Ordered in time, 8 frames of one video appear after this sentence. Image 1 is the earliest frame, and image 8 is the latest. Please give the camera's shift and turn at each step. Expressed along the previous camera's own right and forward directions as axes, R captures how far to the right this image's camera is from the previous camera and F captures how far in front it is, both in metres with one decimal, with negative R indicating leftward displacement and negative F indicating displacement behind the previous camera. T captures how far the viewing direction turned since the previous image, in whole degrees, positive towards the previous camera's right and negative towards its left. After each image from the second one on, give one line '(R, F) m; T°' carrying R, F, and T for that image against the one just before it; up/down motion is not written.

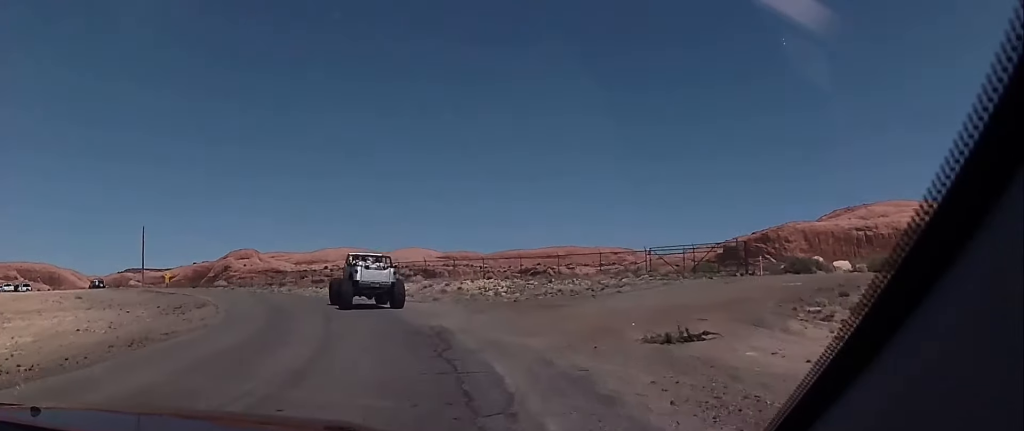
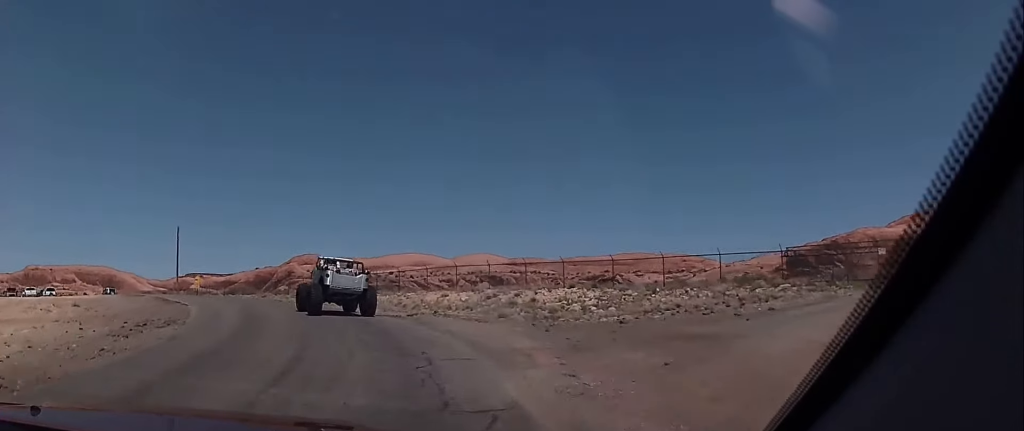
(+0.3, +10.2) m; -2°
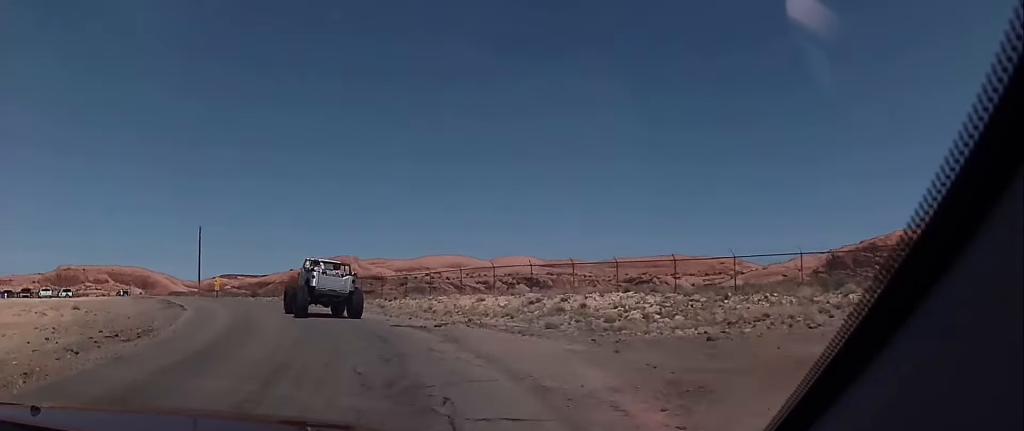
(-0.2, +4.4) m; -4°
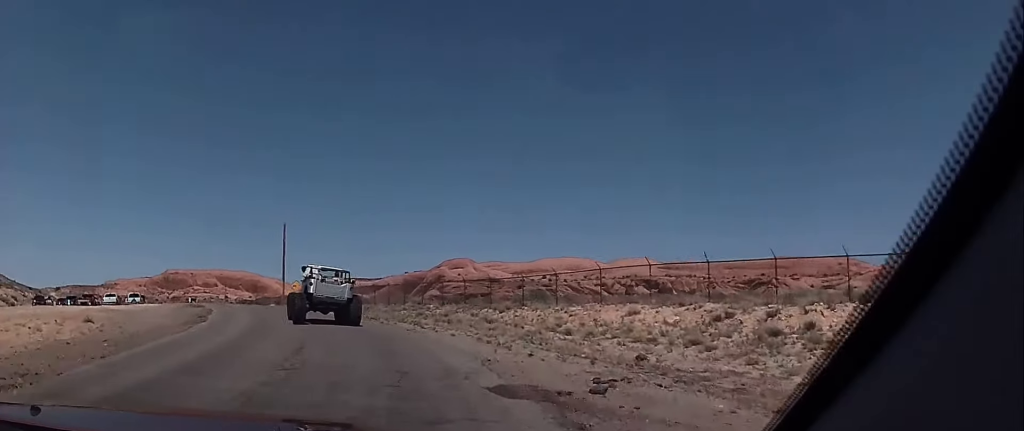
(-0.9, +11.7) m; -12°
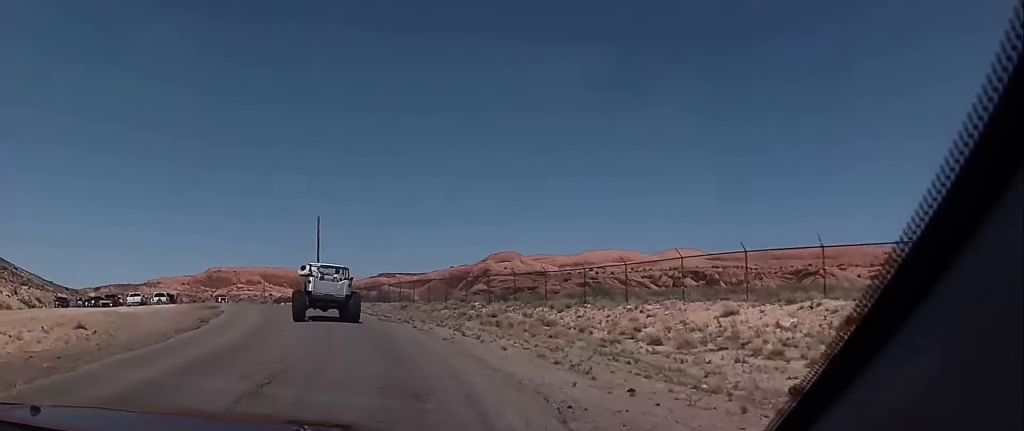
(-0.2, +5.0) m; -5°
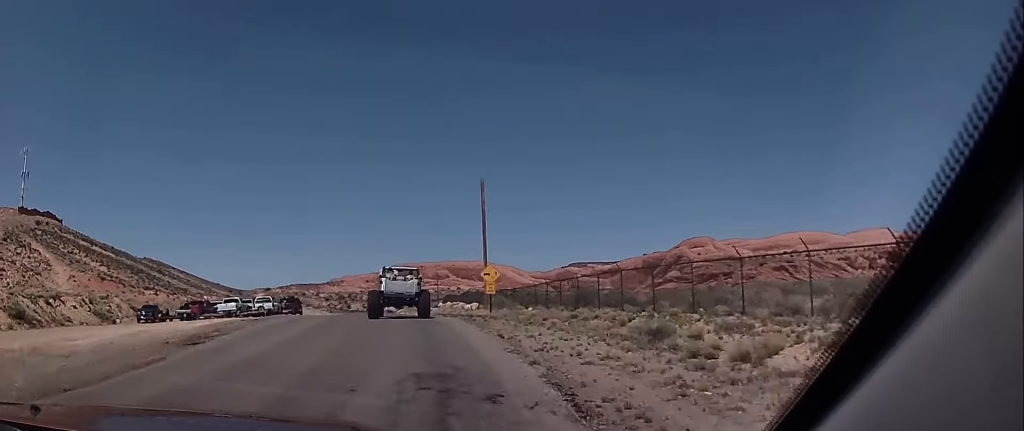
(-2.9, +23.9) m; -13°
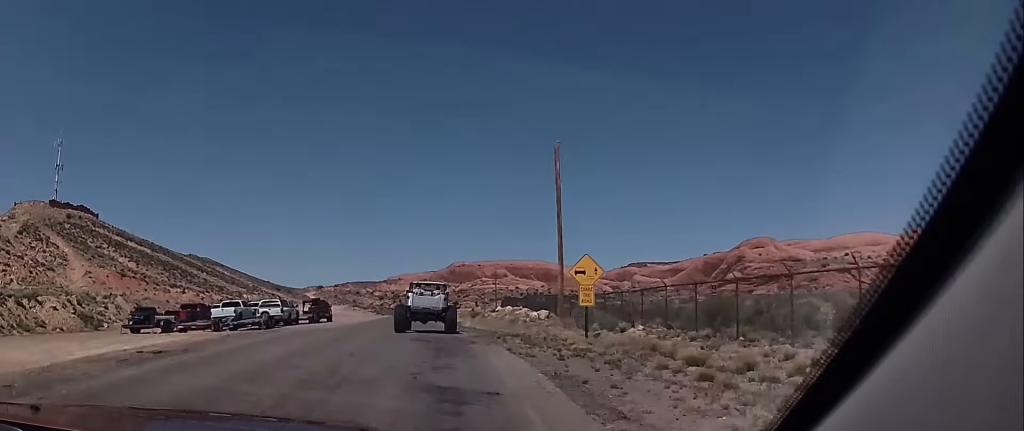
(-1.3, +13.4) m; -7°
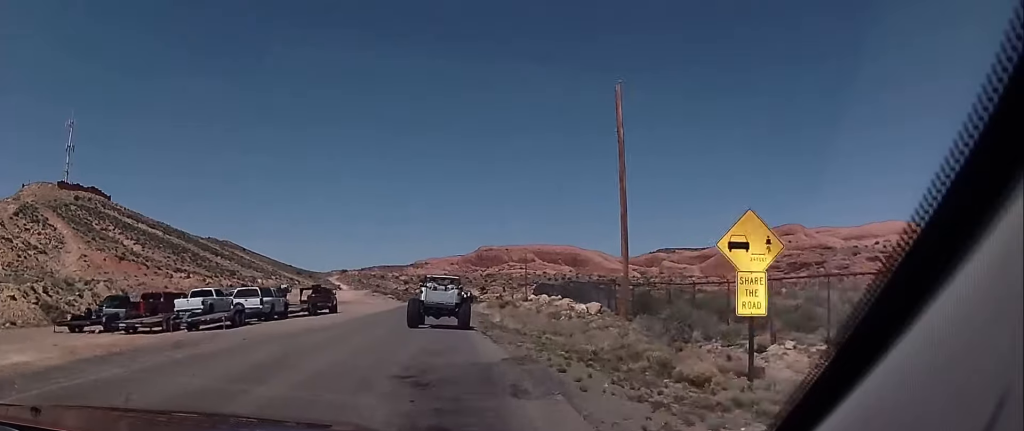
(-0.2, +10.1) m; -2°
